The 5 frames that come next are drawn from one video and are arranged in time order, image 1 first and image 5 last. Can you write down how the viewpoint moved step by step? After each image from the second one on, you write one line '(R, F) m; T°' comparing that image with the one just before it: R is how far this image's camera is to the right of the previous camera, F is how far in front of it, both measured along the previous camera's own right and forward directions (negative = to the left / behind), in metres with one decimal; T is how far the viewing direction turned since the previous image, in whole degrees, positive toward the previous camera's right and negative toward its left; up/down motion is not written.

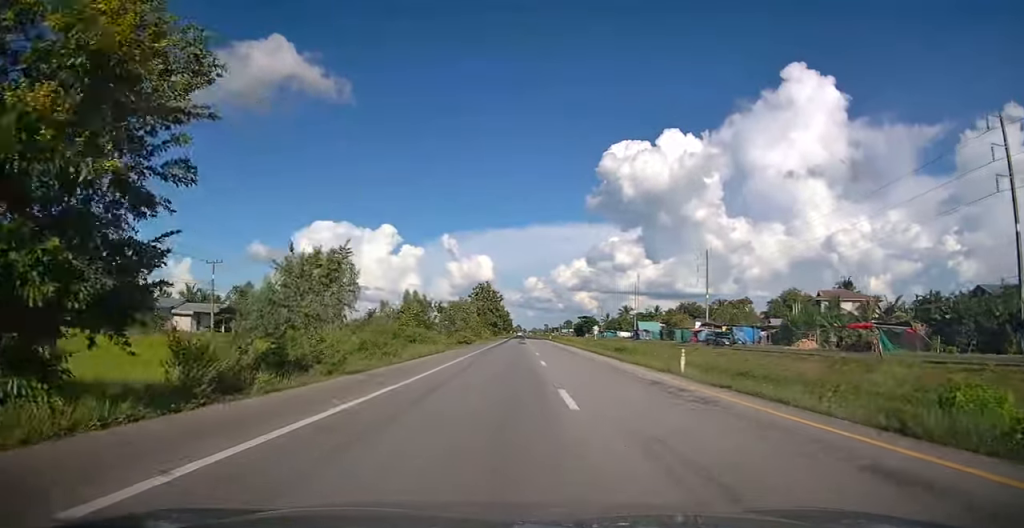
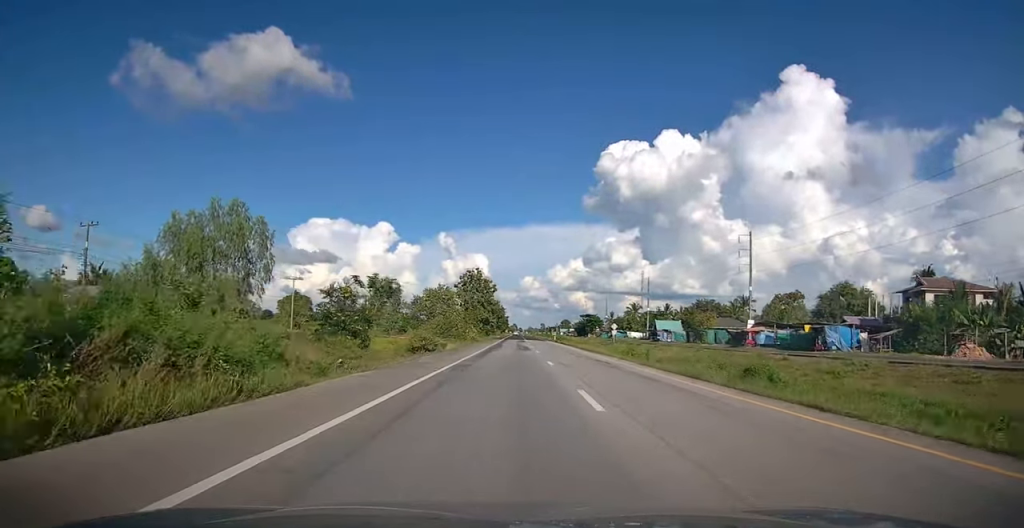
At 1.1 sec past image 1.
(+0.1, +24.2) m; +1°
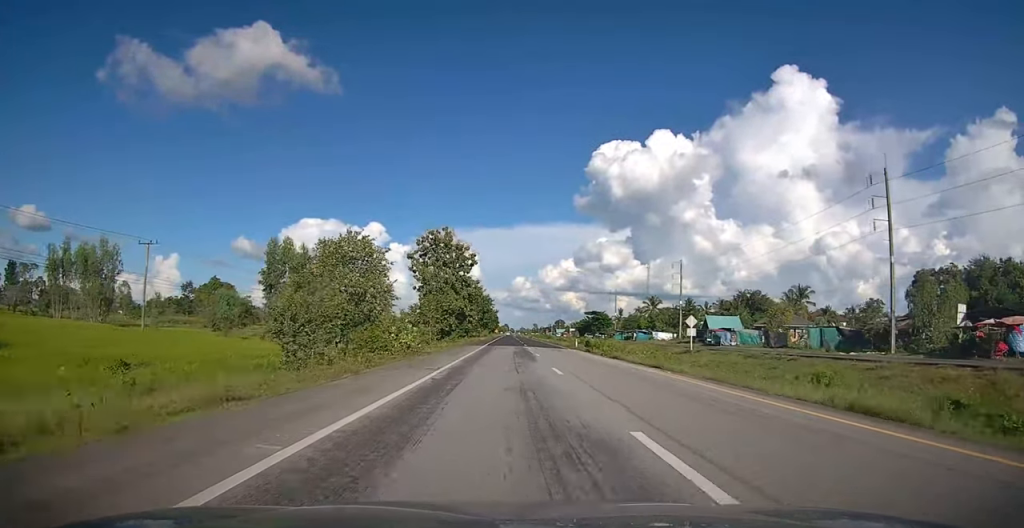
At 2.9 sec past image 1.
(+0.2, +41.1) m; 0°
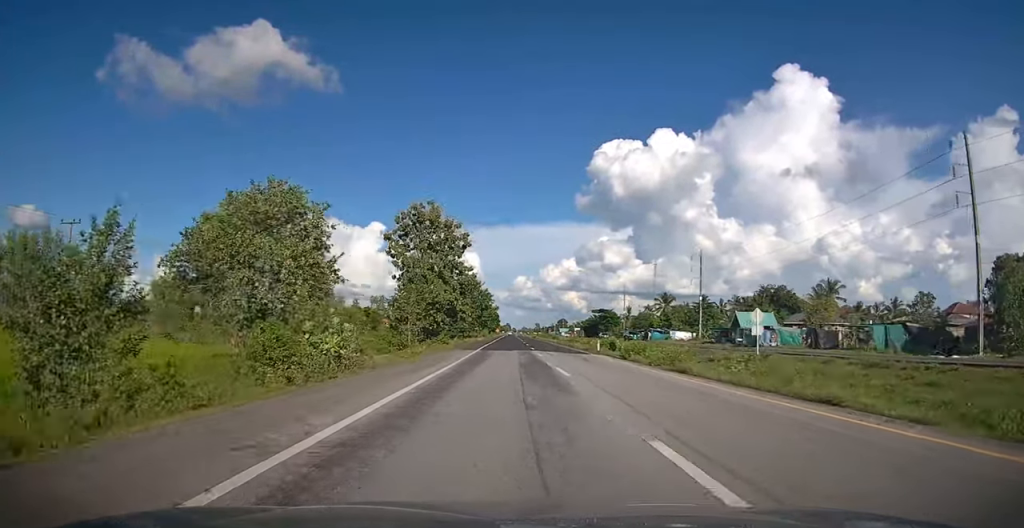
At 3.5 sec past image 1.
(-0.1, +12.8) m; 0°
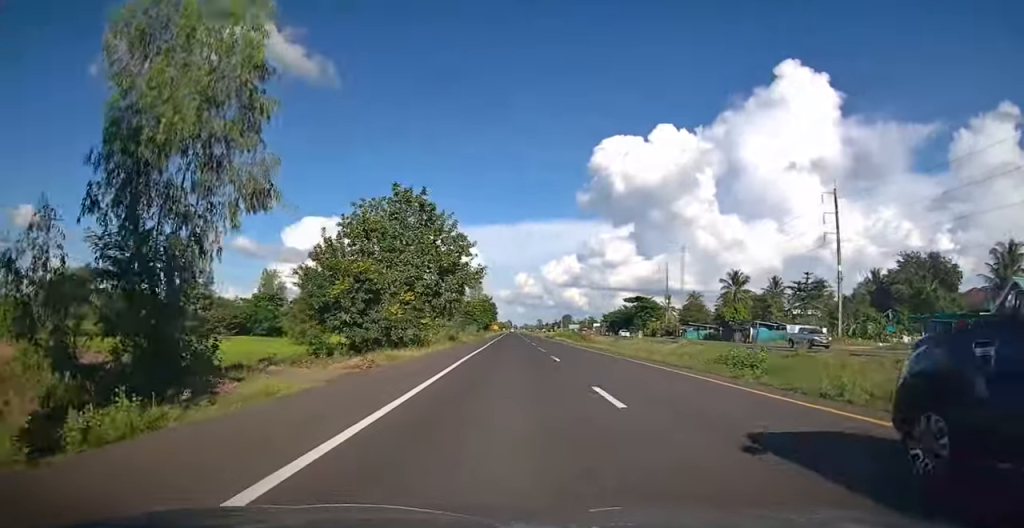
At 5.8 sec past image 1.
(+0.9, +52.9) m; +1°
